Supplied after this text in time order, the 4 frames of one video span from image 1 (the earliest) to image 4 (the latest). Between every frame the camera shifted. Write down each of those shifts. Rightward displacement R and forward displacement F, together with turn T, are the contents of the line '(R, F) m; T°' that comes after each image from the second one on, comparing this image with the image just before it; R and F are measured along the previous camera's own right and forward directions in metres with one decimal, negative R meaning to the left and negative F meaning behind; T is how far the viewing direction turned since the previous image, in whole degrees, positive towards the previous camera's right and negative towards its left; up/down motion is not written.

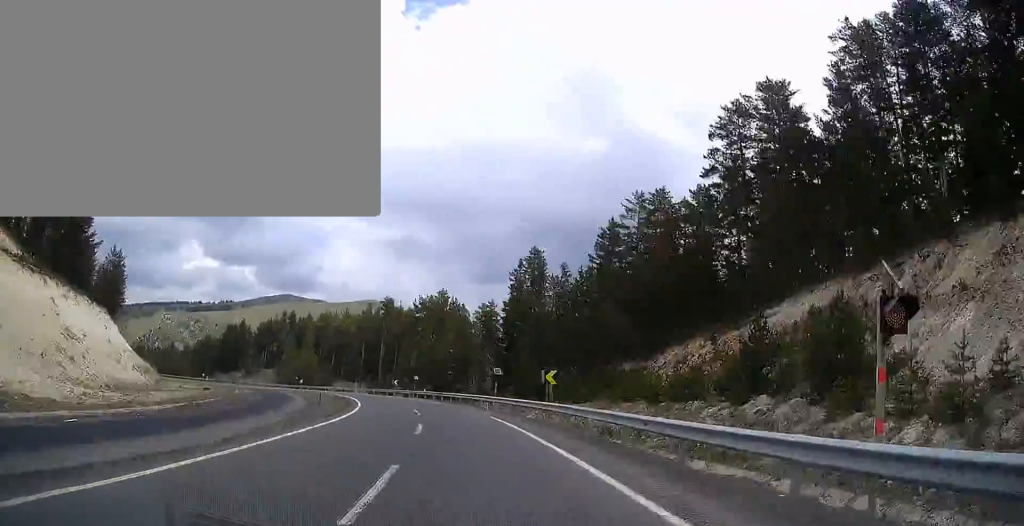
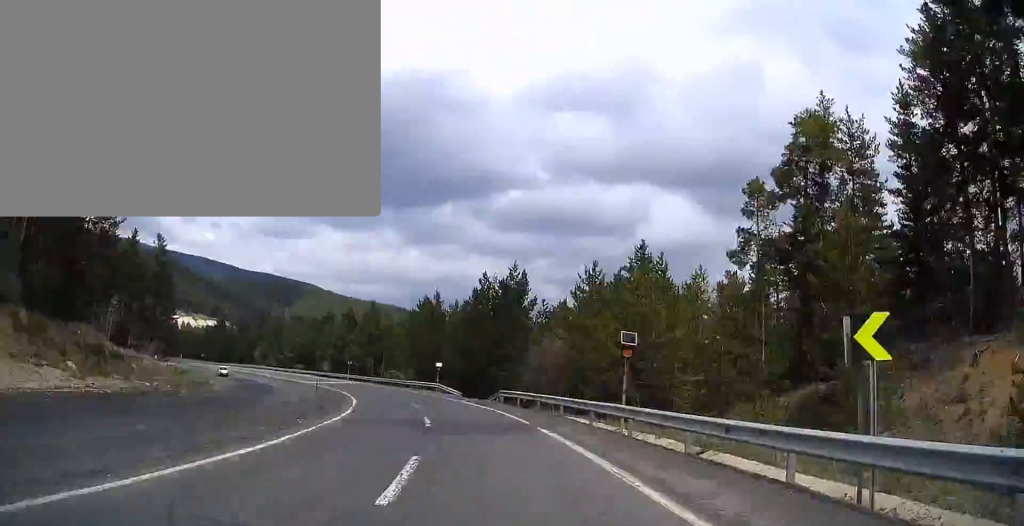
(-78.0, +161.0) m; -56°
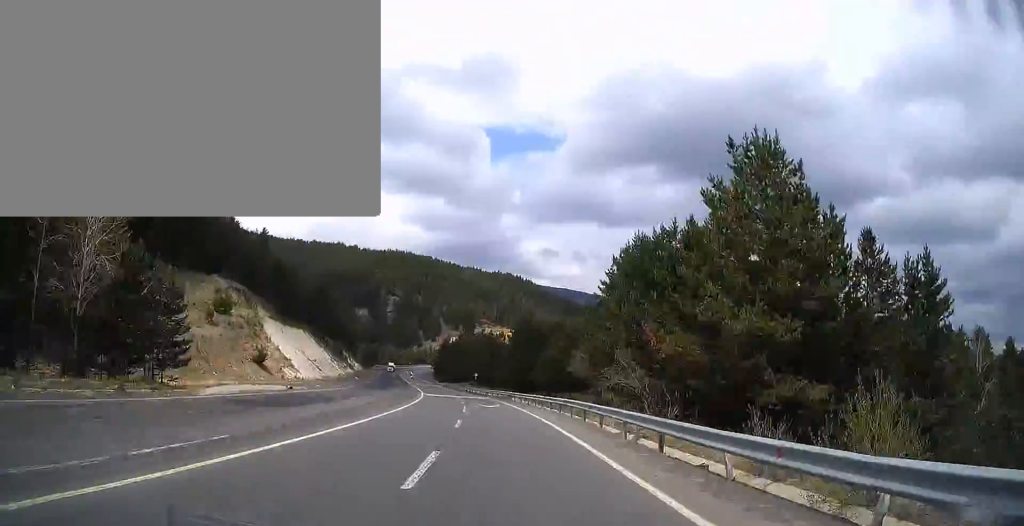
(-35.7, +118.5) m; -23°
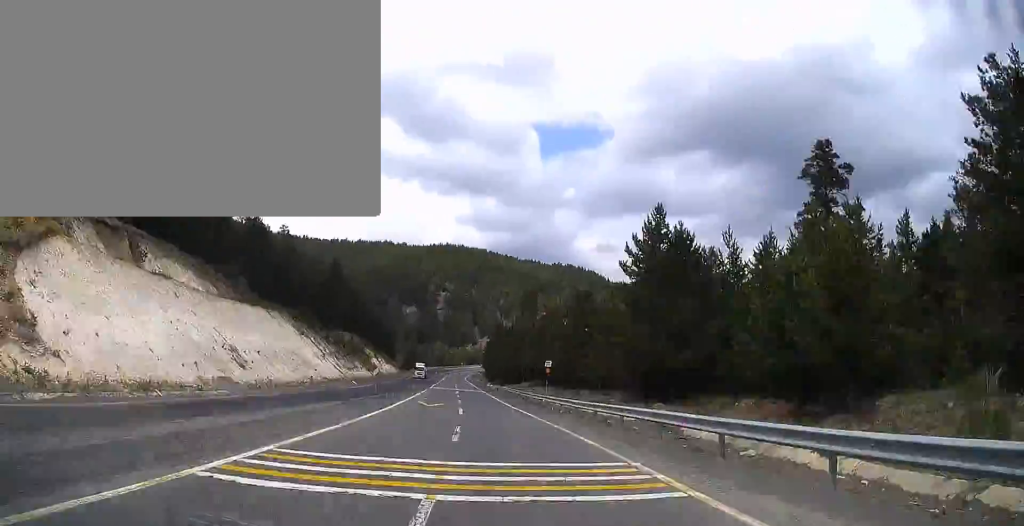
(-5.1, +56.0) m; -3°
